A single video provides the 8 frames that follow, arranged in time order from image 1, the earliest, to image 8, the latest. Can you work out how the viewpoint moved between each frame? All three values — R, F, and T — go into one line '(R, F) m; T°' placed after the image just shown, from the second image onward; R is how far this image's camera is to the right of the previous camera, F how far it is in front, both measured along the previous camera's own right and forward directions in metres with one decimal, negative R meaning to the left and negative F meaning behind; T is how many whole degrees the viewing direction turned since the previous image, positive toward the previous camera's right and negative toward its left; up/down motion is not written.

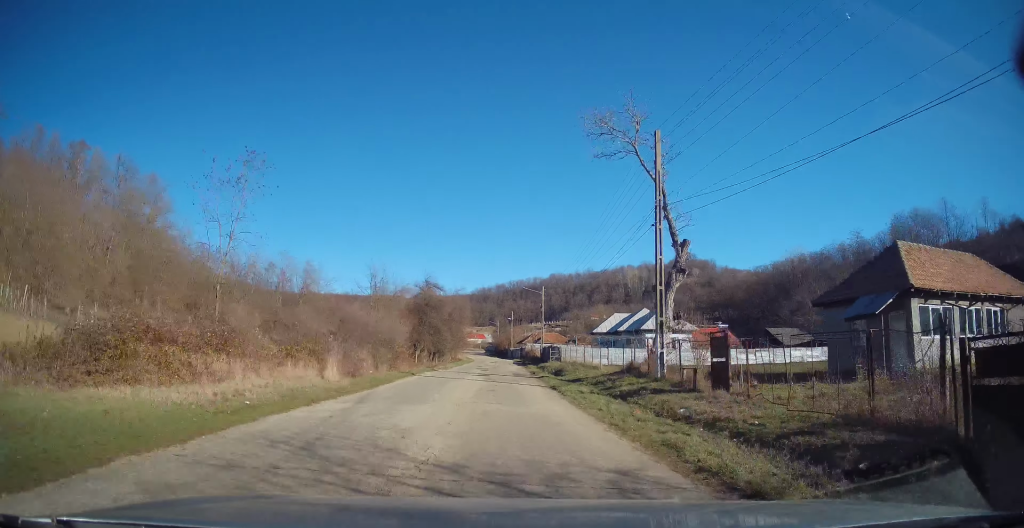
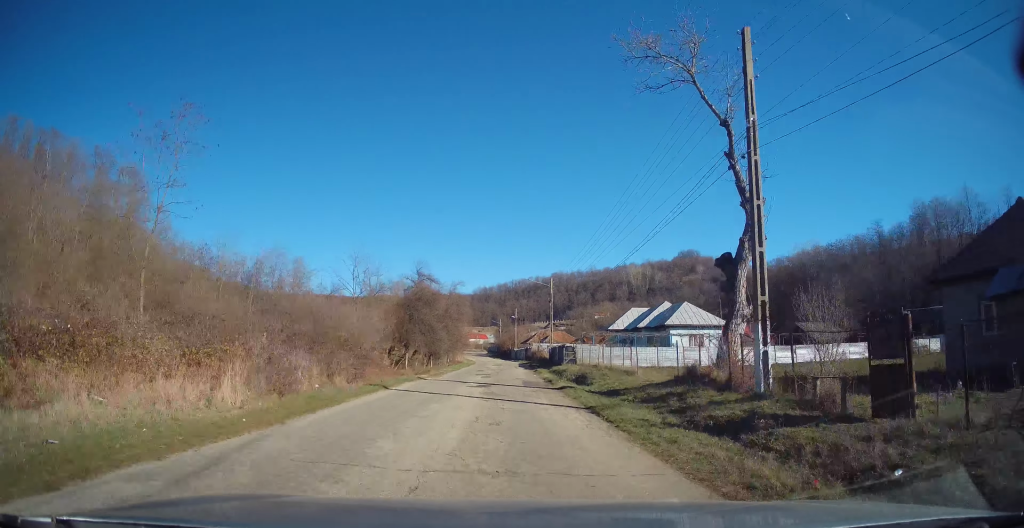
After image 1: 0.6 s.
(+0.3, +6.5) m; +1°
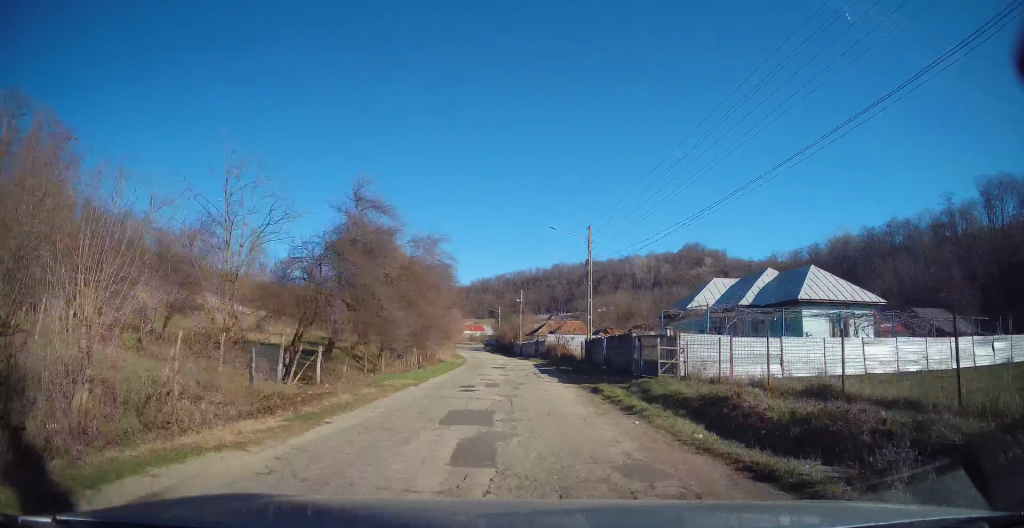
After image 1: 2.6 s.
(-0.5, +20.6) m; -3°
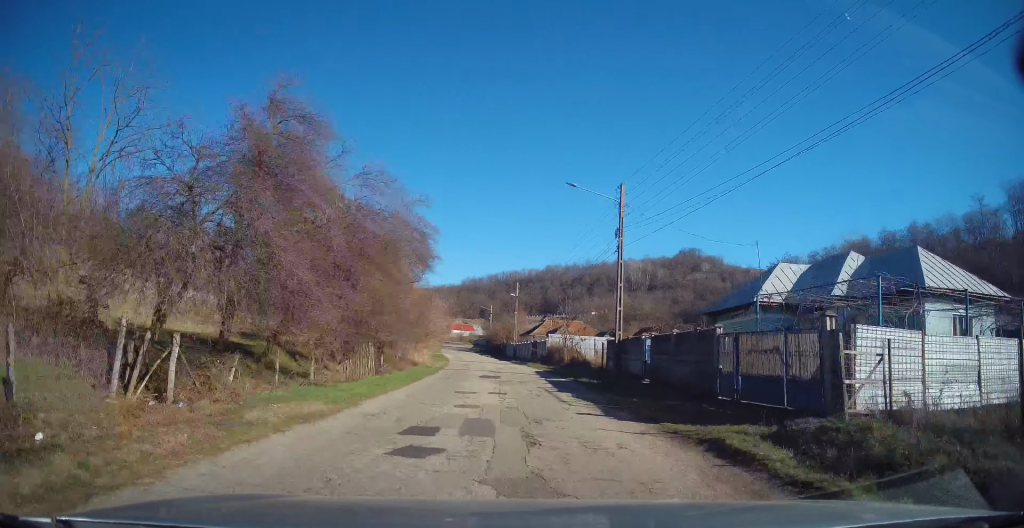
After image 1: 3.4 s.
(0.0, +9.1) m; +1°
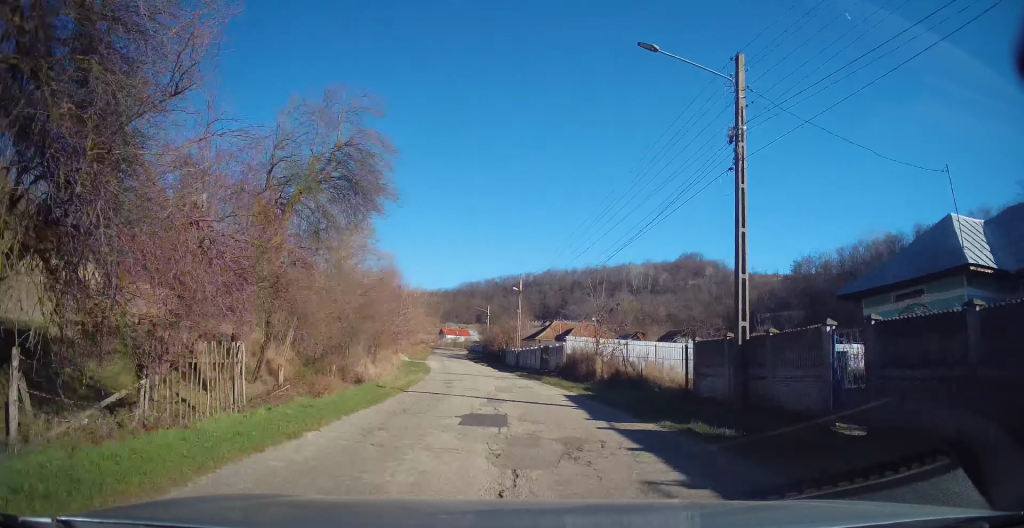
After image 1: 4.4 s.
(+0.2, +11.5) m; +1°
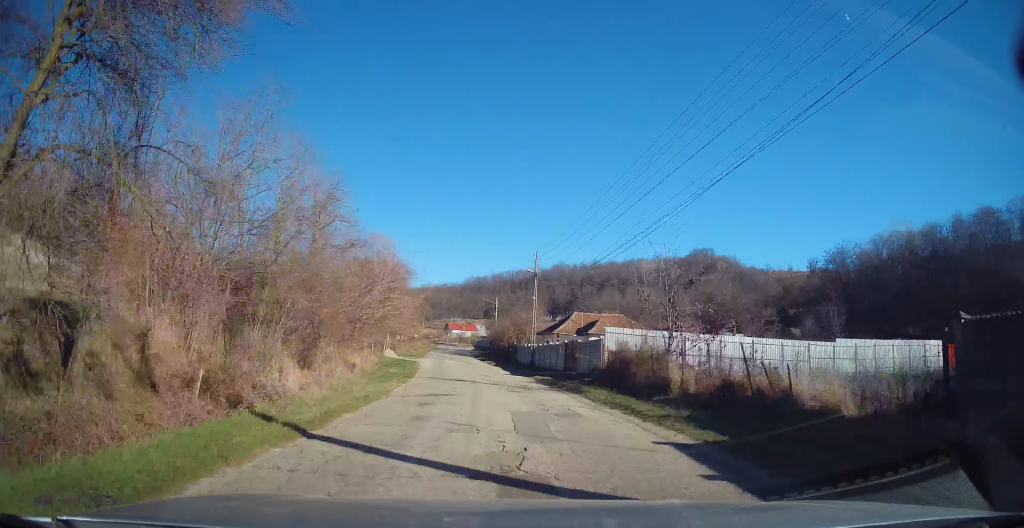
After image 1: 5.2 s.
(-0.1, +9.0) m; 0°
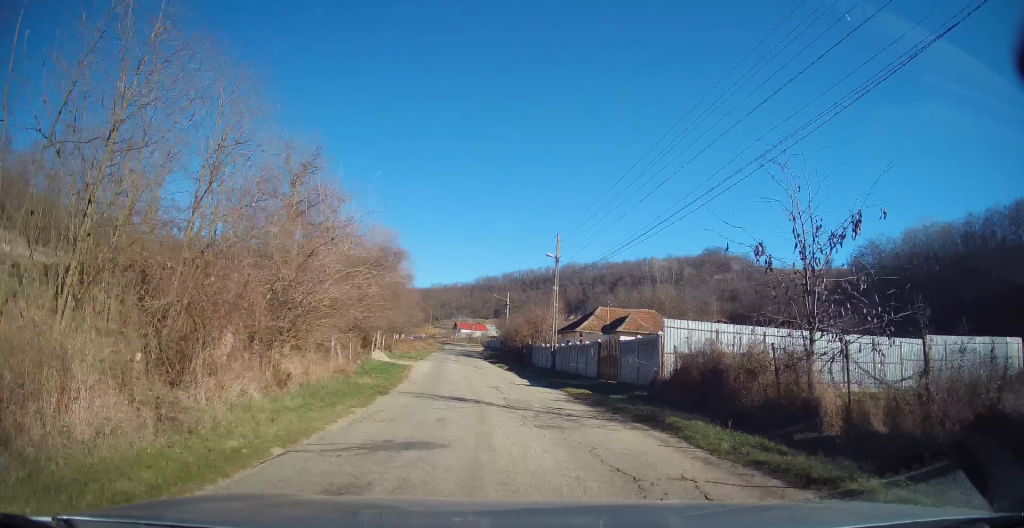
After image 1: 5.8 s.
(+0.1, +6.8) m; 0°
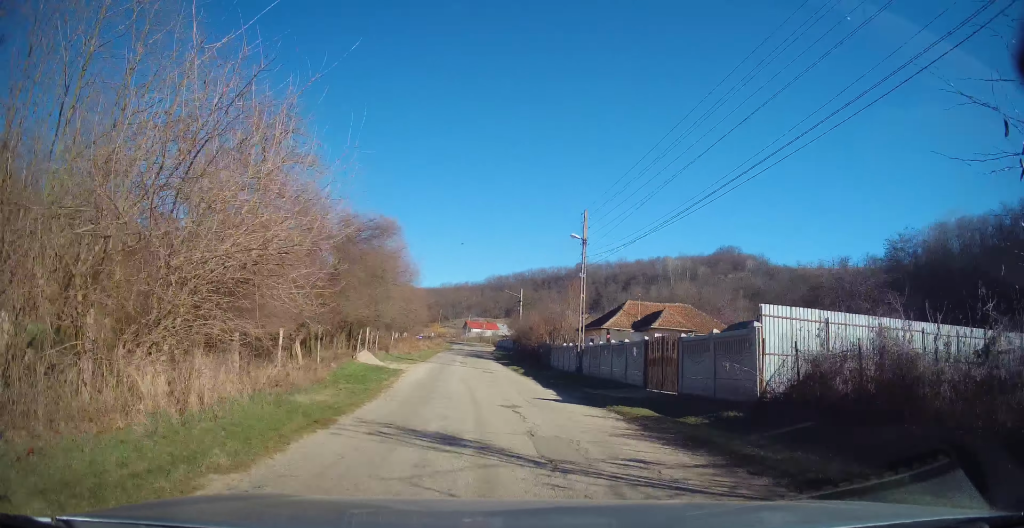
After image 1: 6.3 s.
(0.0, +5.7) m; -1°
